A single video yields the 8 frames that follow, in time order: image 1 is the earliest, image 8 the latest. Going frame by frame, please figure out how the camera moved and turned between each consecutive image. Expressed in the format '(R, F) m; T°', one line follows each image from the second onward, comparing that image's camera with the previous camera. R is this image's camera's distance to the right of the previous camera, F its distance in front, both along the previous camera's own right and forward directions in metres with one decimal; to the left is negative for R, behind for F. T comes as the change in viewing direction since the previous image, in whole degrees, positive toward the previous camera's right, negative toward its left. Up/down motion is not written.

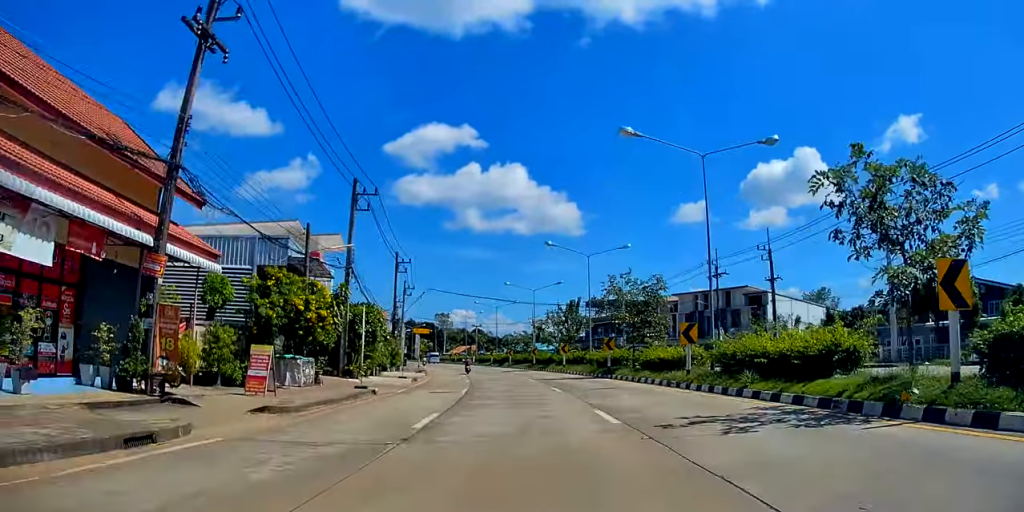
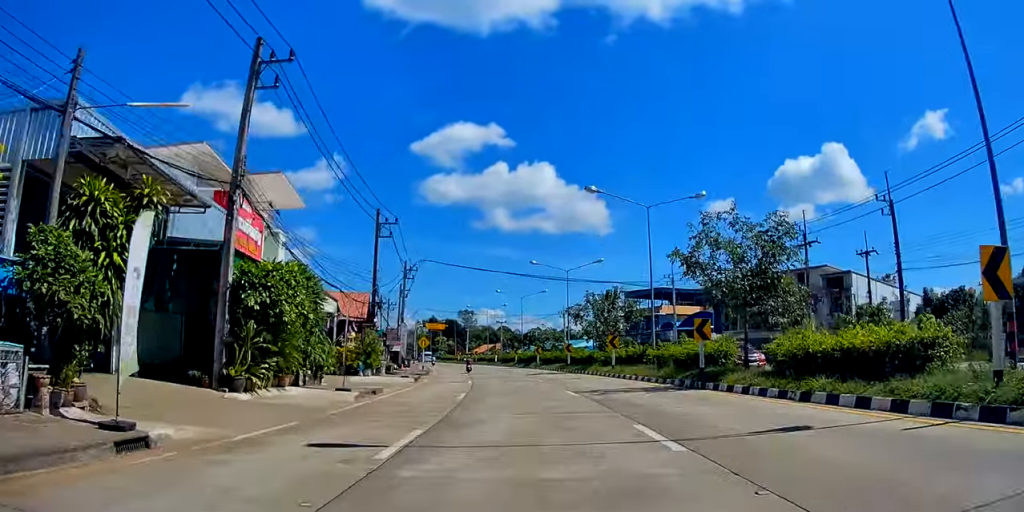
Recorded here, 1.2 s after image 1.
(-0.4, +15.6) m; -2°
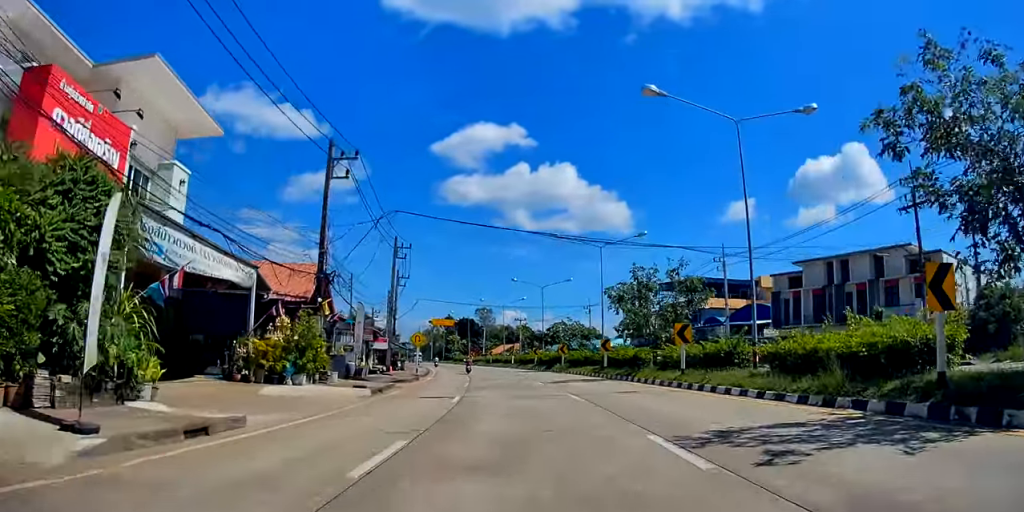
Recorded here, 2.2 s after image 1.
(-0.2, +13.5) m; -3°
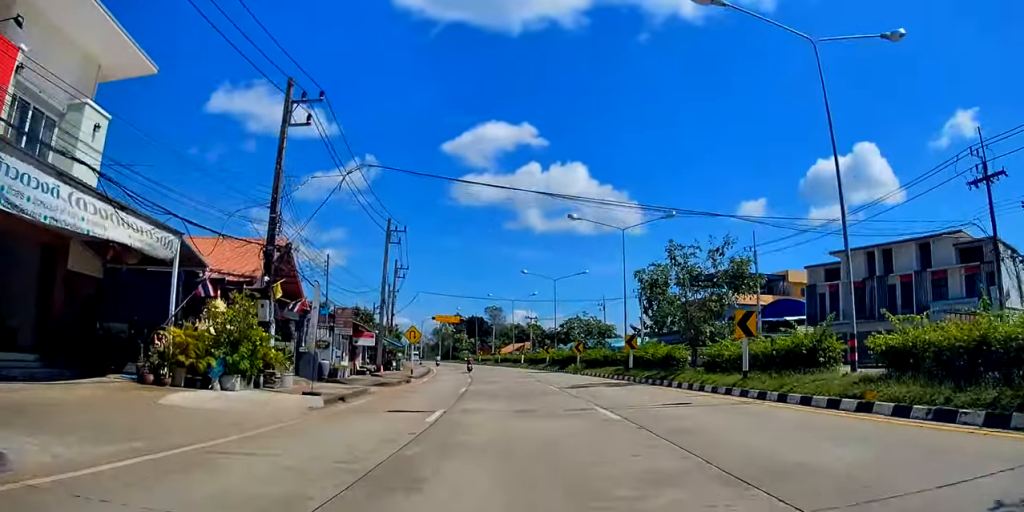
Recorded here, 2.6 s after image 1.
(0.0, +6.1) m; -1°
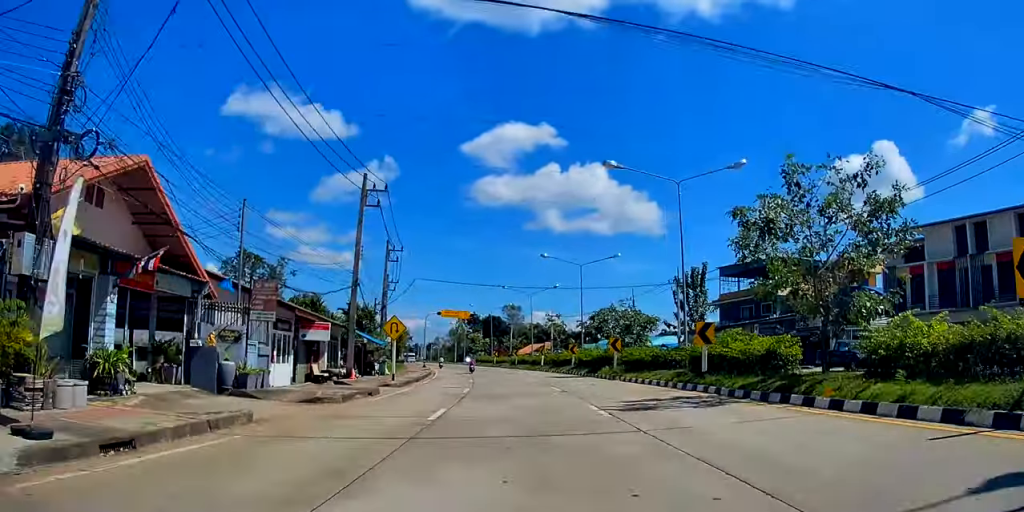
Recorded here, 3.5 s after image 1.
(-0.3, +11.6) m; -2°
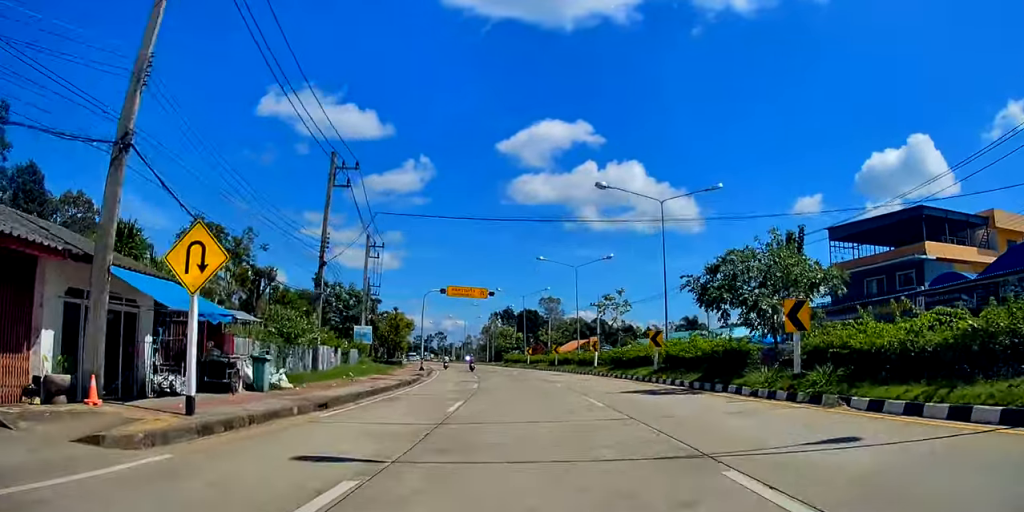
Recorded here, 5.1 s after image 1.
(0.0, +22.0) m; -1°
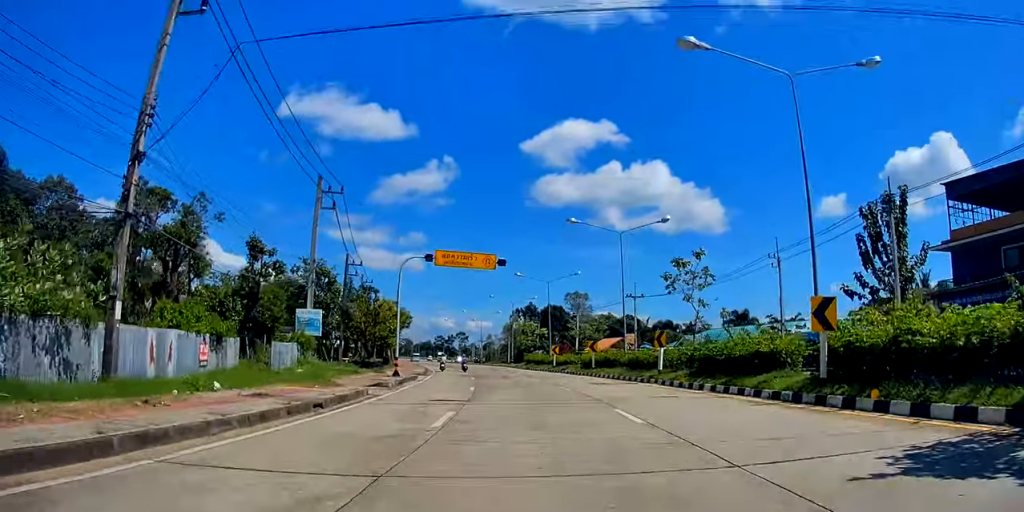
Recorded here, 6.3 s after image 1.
(-0.6, +16.0) m; -4°
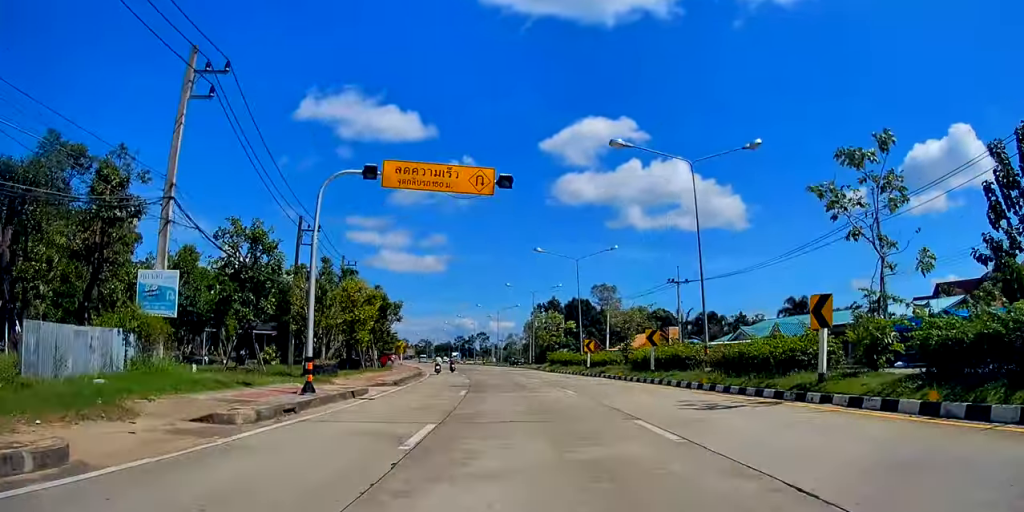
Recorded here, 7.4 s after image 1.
(-0.3, +15.1) m; -3°
